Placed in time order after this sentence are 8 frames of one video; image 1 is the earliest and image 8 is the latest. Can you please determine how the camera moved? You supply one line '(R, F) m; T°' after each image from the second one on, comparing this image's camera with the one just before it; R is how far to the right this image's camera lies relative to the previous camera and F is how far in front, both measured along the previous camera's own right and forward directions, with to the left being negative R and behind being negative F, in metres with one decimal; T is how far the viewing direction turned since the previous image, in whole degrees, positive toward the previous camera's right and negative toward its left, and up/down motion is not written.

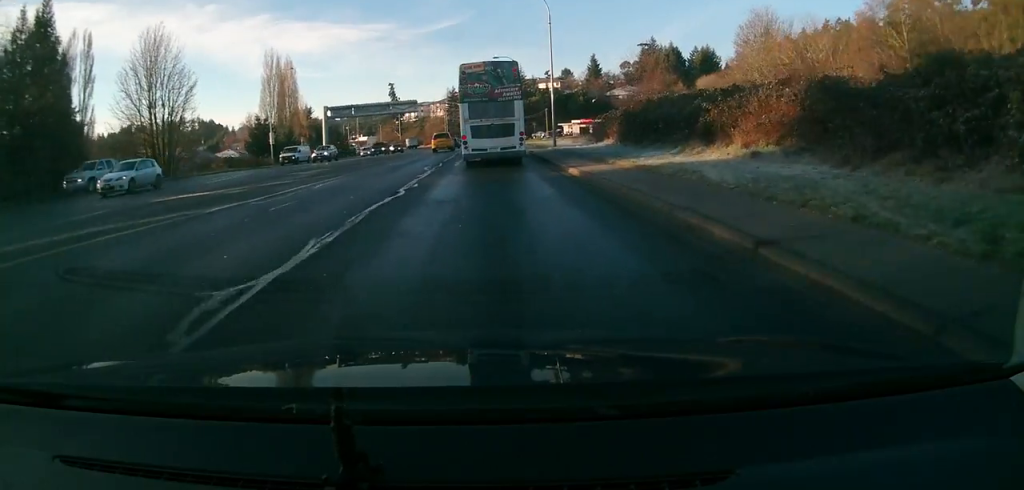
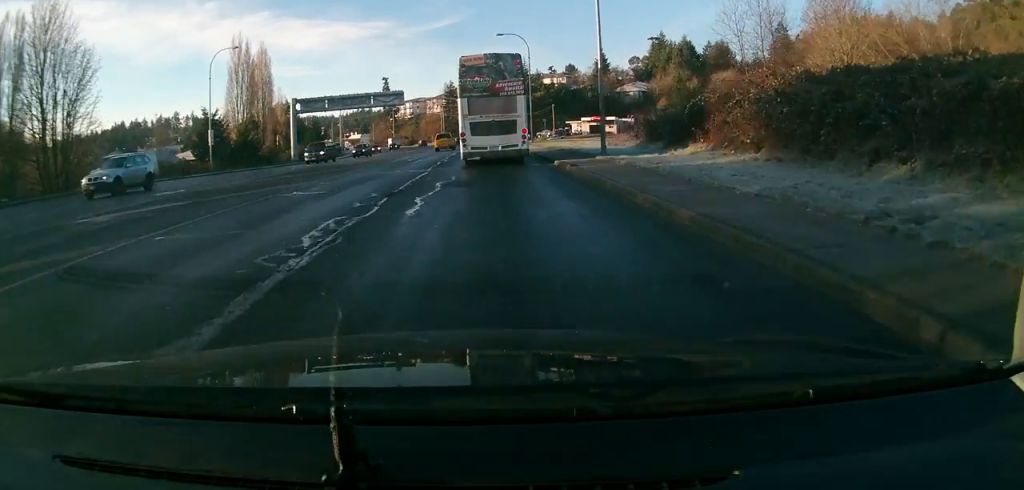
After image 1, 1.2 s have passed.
(-0.1, +17.4) m; -1°
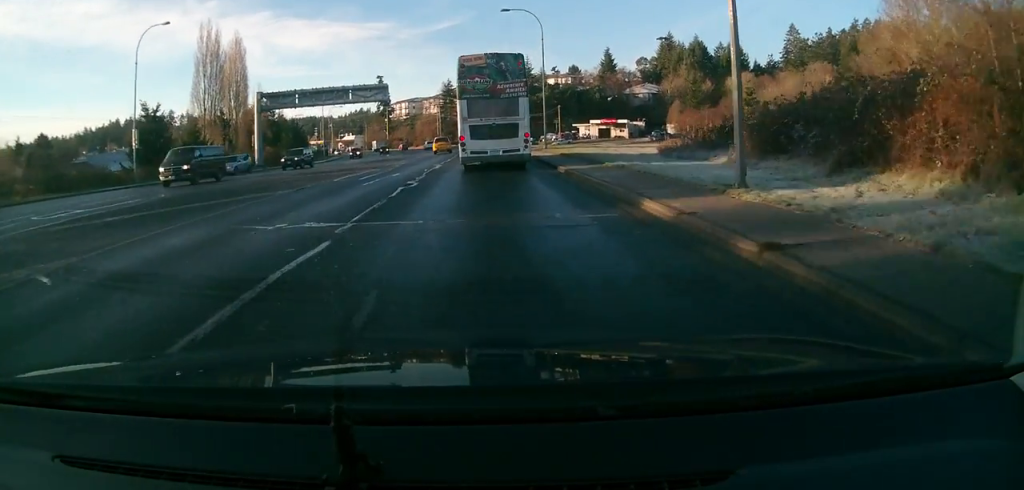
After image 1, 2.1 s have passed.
(0.0, +14.0) m; +1°
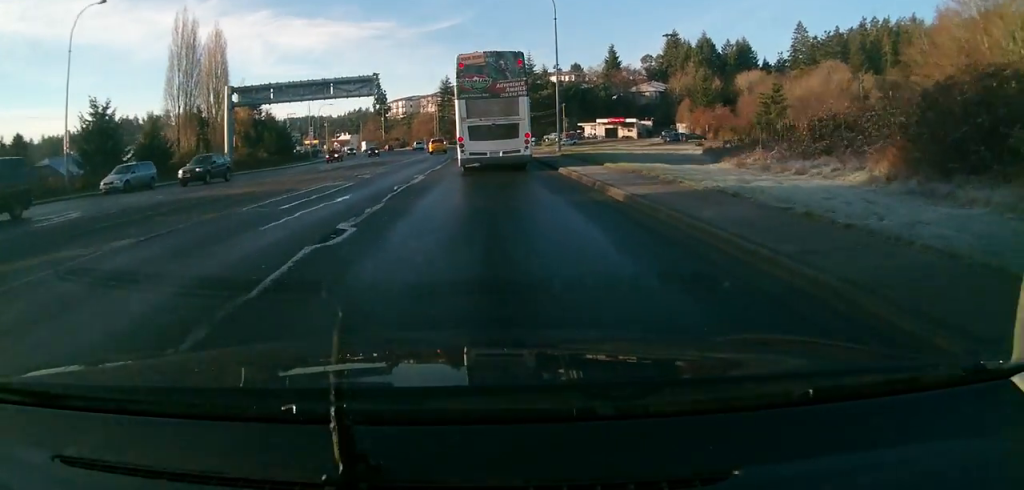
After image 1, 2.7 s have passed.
(+0.1, +9.1) m; 0°
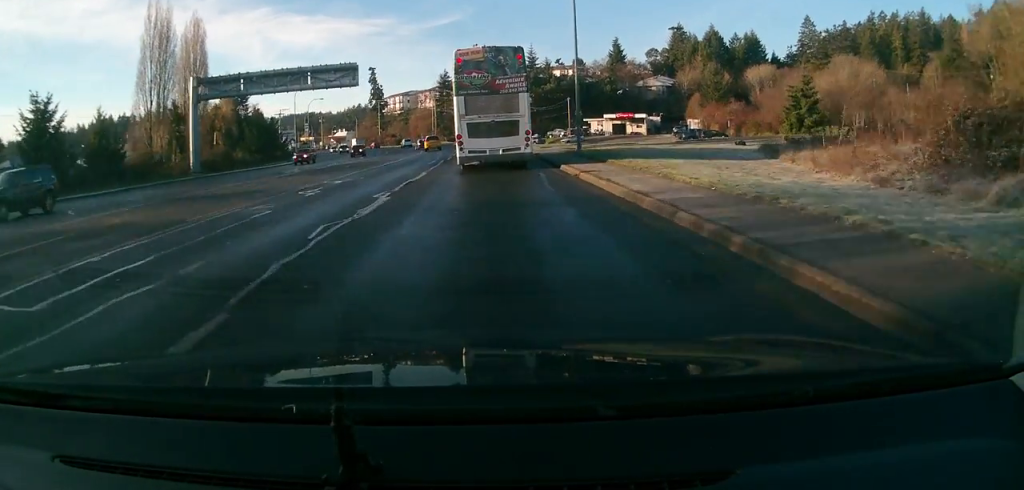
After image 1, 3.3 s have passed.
(+0.1, +8.6) m; 0°
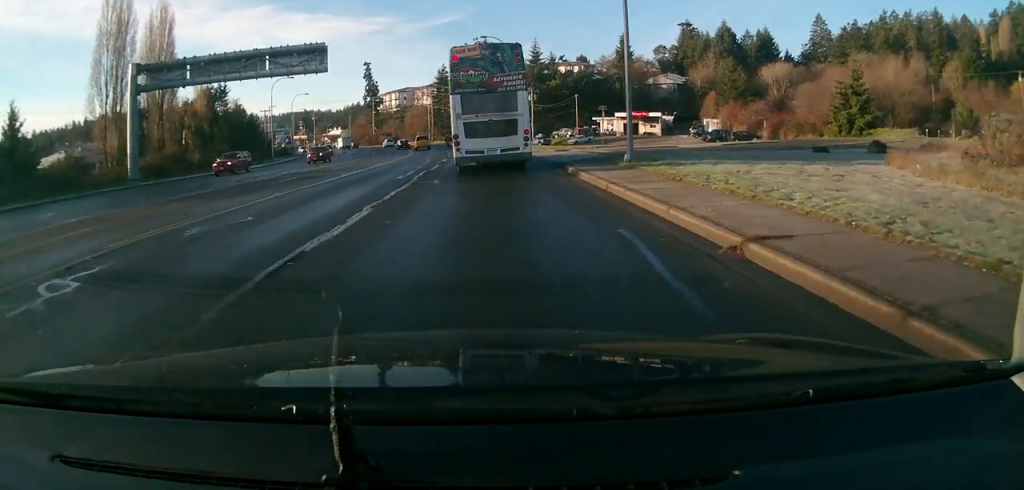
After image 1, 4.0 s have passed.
(-0.1, +11.5) m; -1°
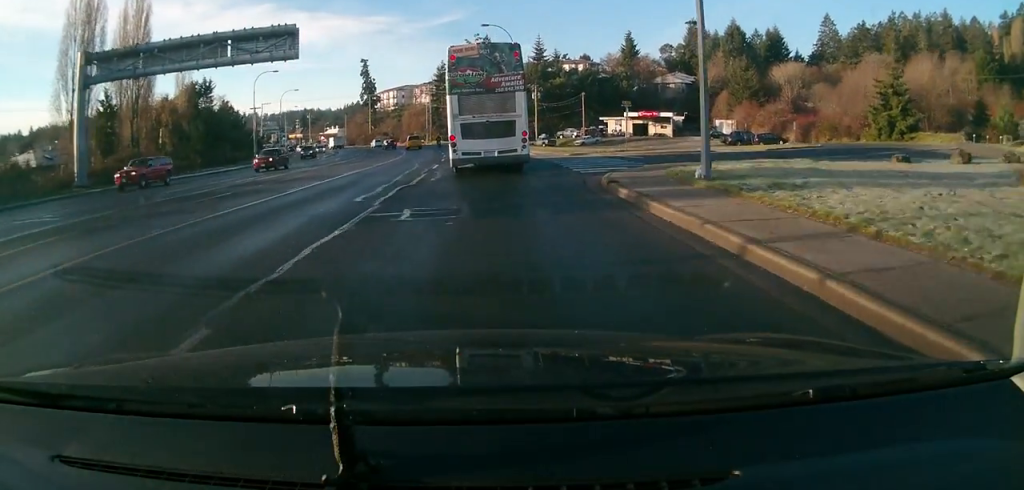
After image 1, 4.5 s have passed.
(0.0, +7.4) m; 0°
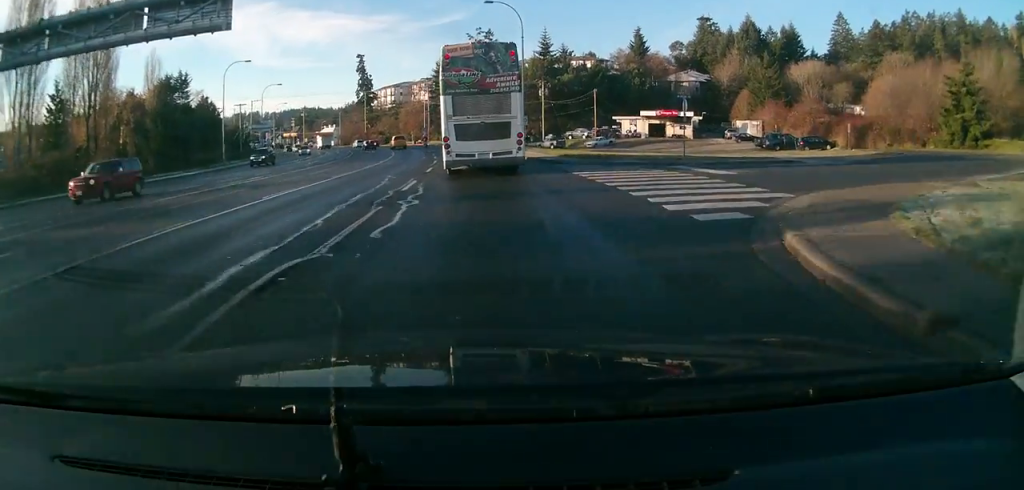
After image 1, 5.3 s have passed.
(0.0, +10.8) m; 0°
